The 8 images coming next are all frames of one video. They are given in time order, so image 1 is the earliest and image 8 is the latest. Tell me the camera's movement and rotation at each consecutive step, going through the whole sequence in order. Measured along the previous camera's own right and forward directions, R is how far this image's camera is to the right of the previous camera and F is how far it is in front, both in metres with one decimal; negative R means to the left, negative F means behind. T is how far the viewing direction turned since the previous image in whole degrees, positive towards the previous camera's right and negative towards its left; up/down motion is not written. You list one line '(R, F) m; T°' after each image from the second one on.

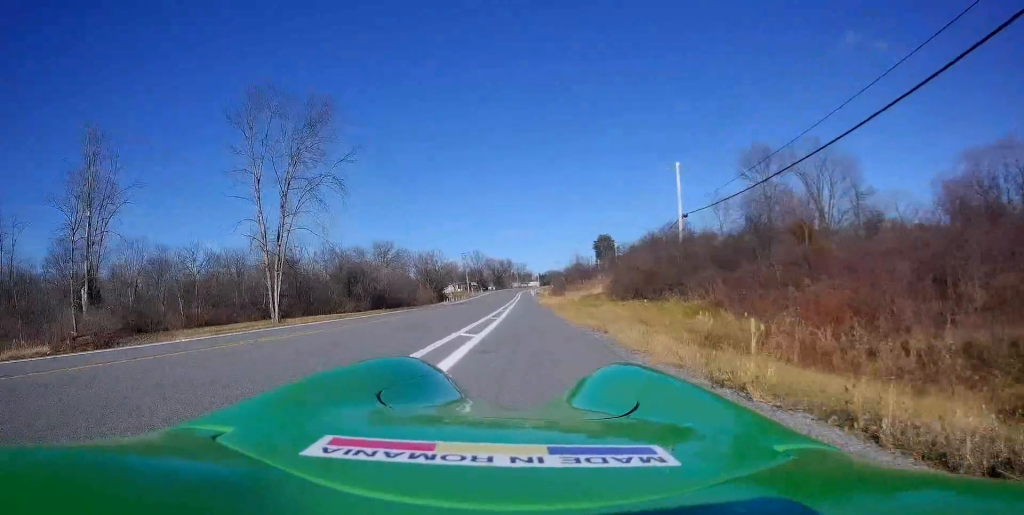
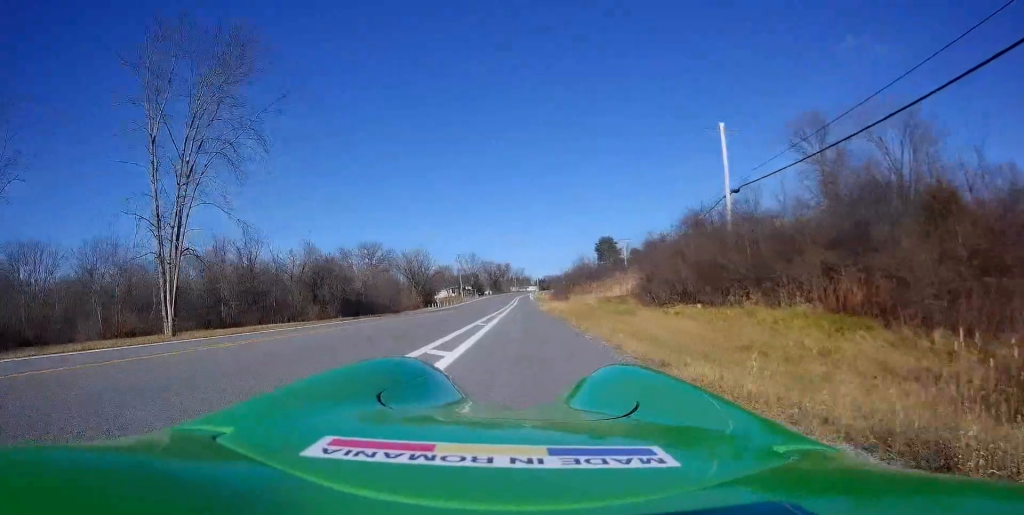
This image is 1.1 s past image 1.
(+0.6, +12.7) m; +1°
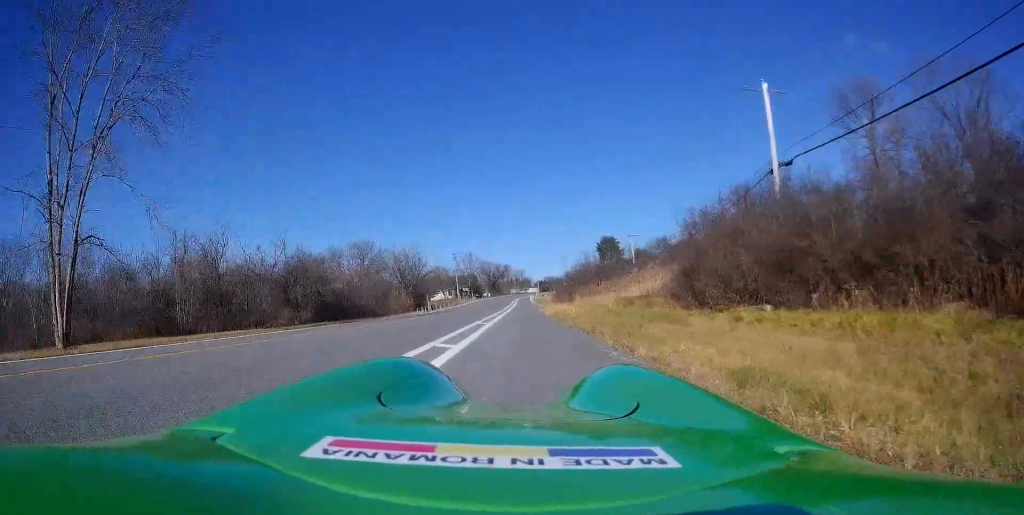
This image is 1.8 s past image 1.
(-0.1, +7.8) m; -1°
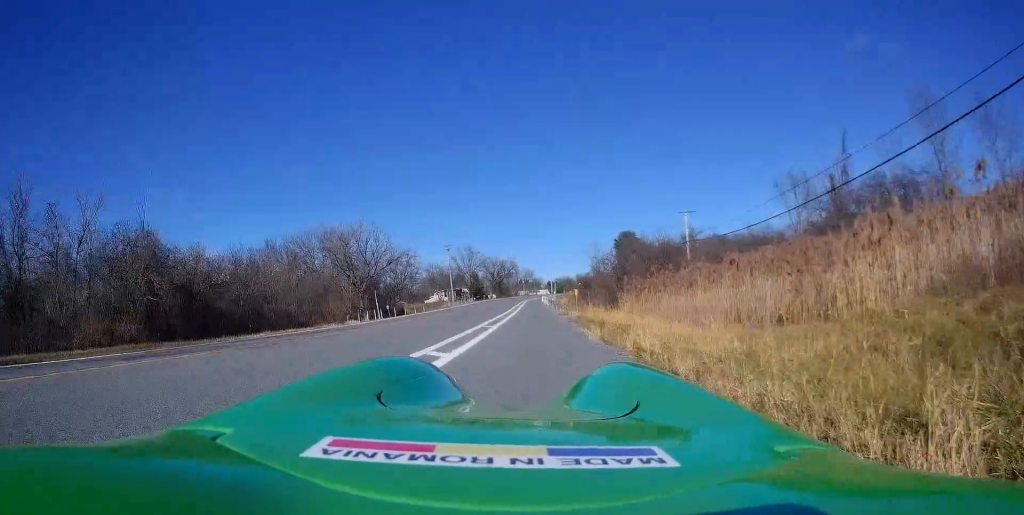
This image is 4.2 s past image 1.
(-0.3, +28.4) m; -1°
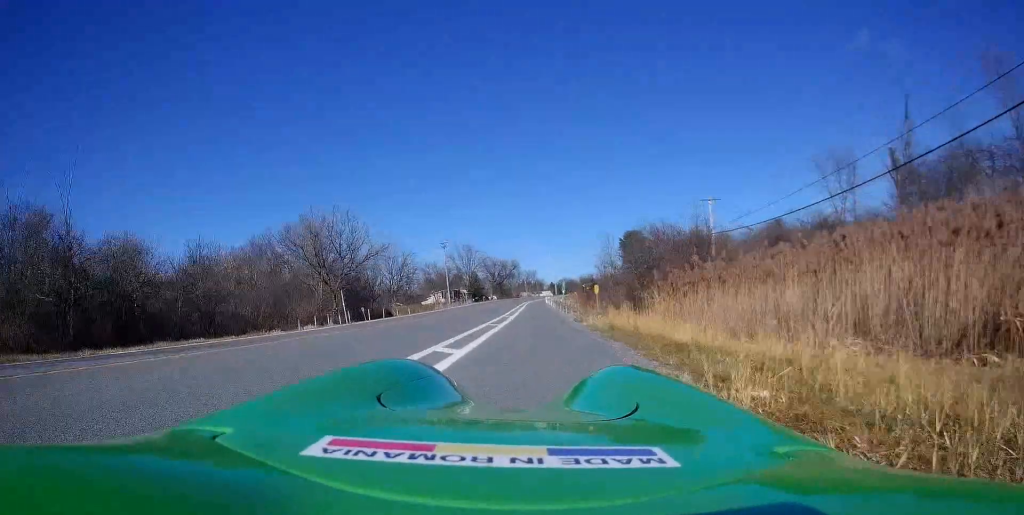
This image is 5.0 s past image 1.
(0.0, +8.5) m; 0°
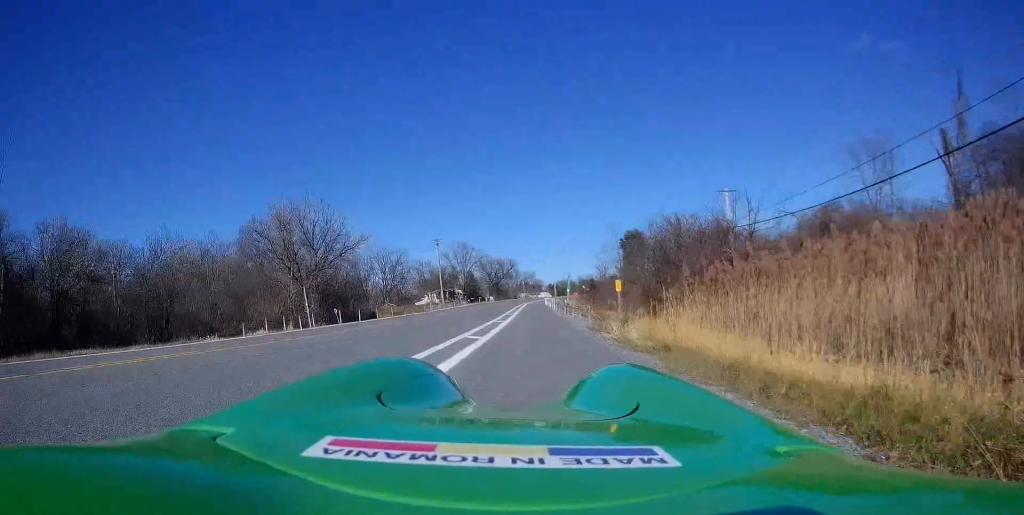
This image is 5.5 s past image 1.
(0.0, +6.0) m; 0°
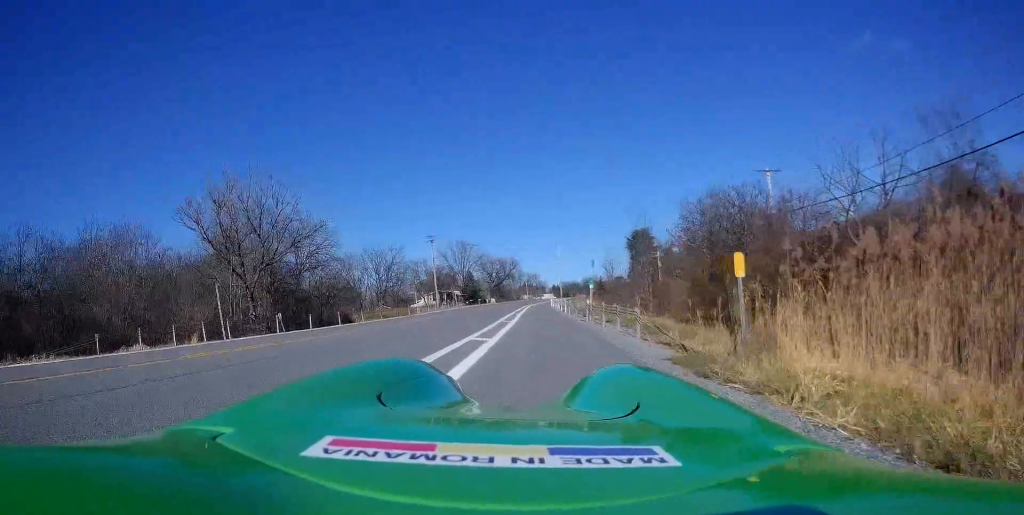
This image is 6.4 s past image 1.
(-0.1, +9.5) m; -1°
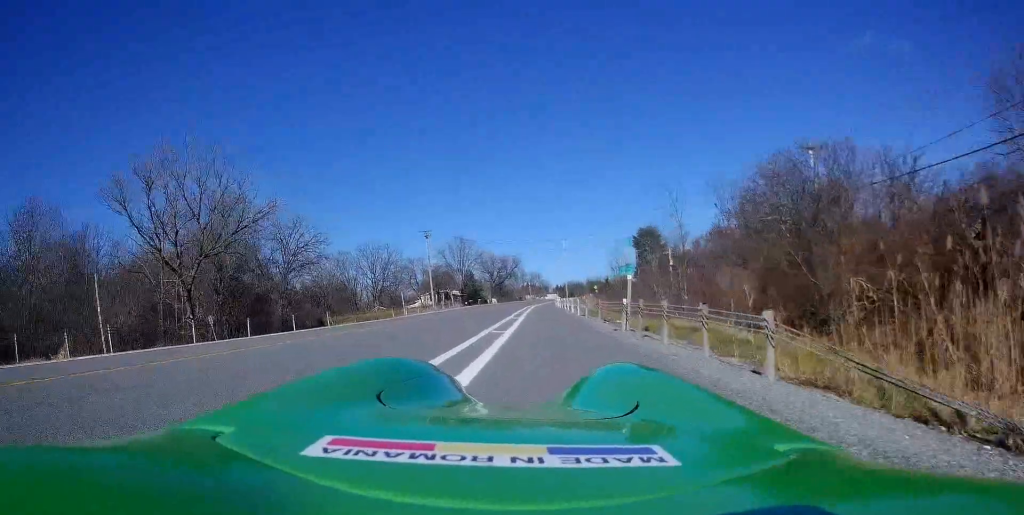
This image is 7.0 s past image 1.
(0.0, +7.2) m; 0°
